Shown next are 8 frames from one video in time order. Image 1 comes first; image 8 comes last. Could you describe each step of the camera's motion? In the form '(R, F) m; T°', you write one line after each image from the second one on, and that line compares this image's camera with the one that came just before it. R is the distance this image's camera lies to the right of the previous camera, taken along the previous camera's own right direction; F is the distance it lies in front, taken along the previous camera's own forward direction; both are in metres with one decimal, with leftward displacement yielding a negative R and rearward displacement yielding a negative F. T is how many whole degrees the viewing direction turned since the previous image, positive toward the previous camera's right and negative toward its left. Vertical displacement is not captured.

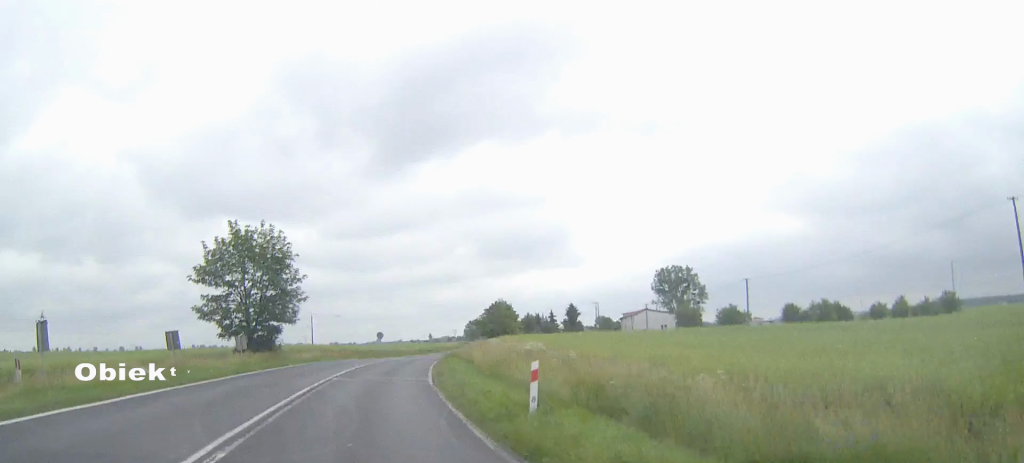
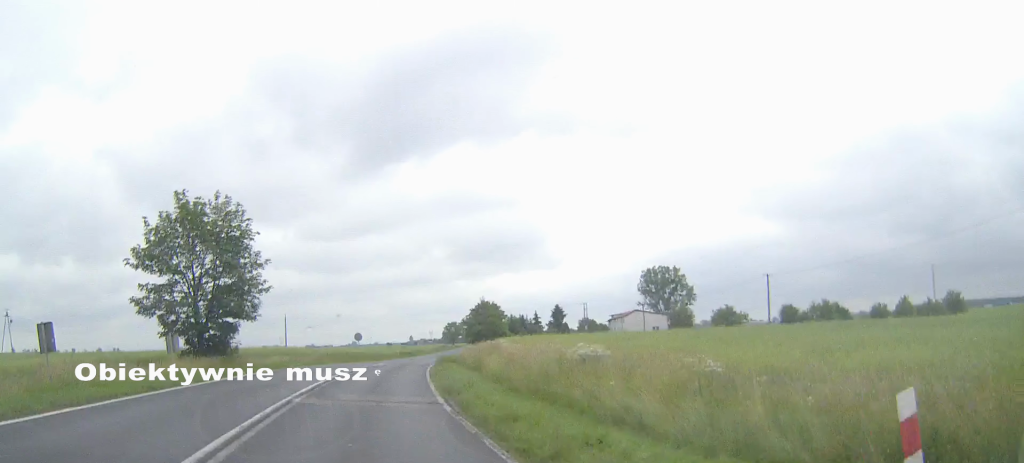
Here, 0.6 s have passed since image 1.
(+0.1, +9.2) m; +2°
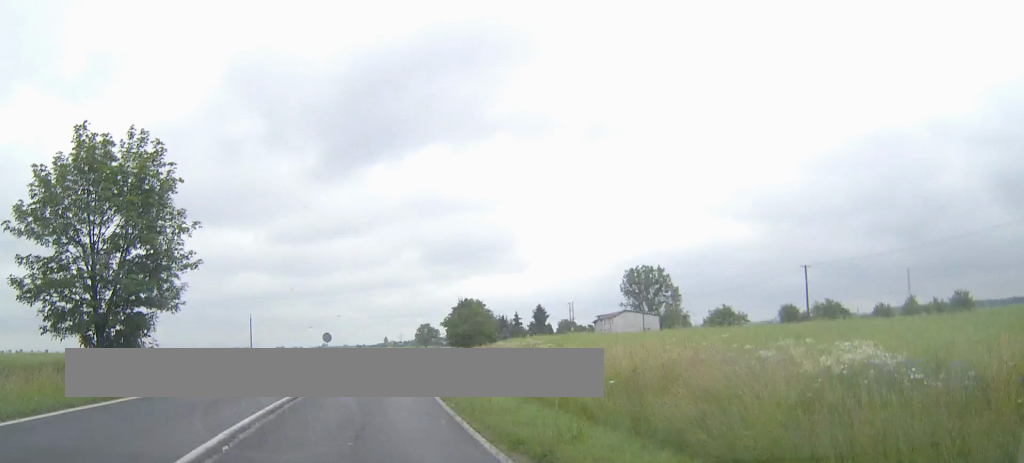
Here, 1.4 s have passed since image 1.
(+0.2, +11.7) m; +2°
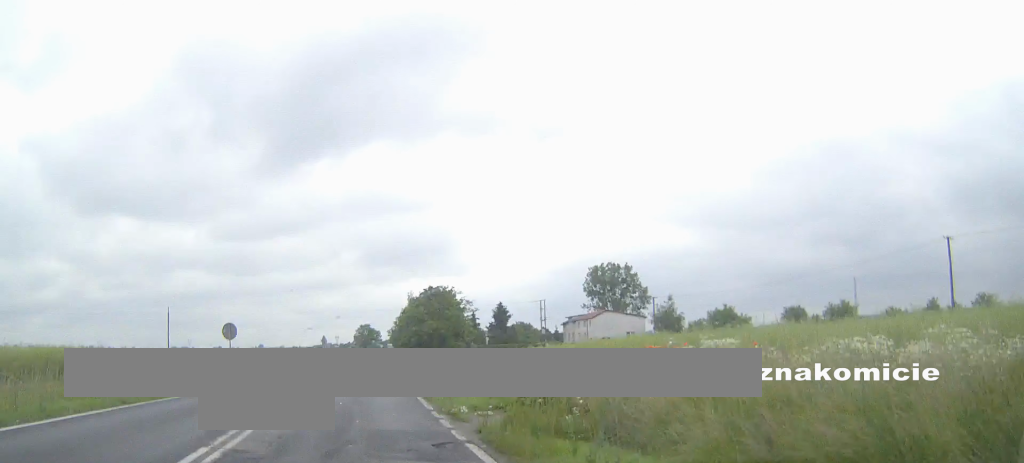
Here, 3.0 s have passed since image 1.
(+1.1, +24.6) m; +5°
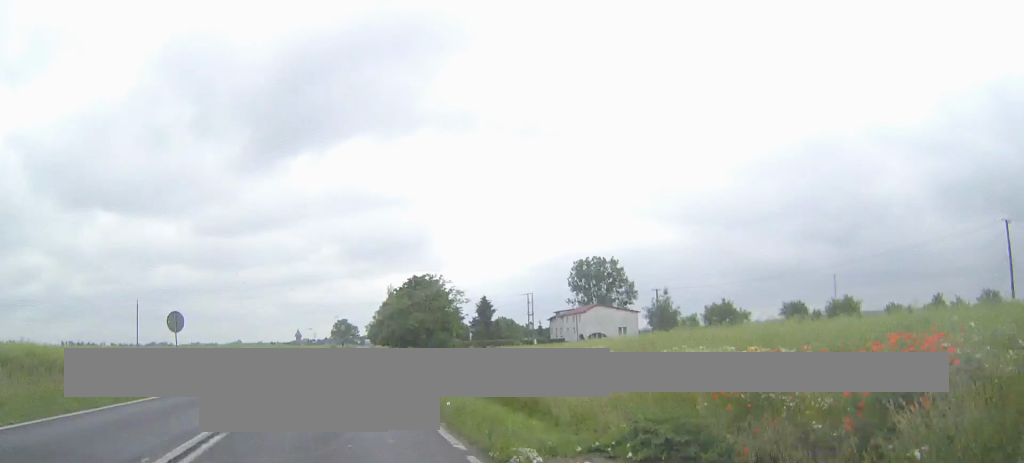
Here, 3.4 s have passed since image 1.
(0.0, +7.4) m; +1°
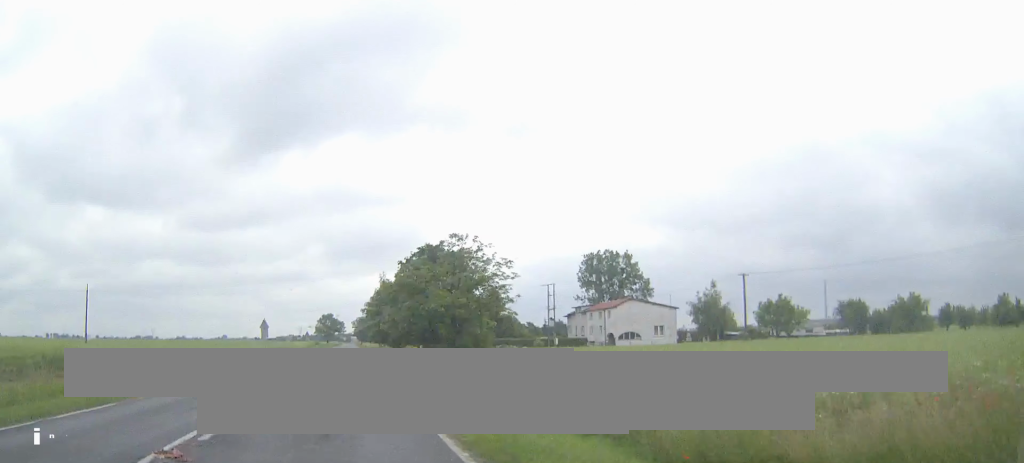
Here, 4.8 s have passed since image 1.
(+0.6, +20.6) m; +2°
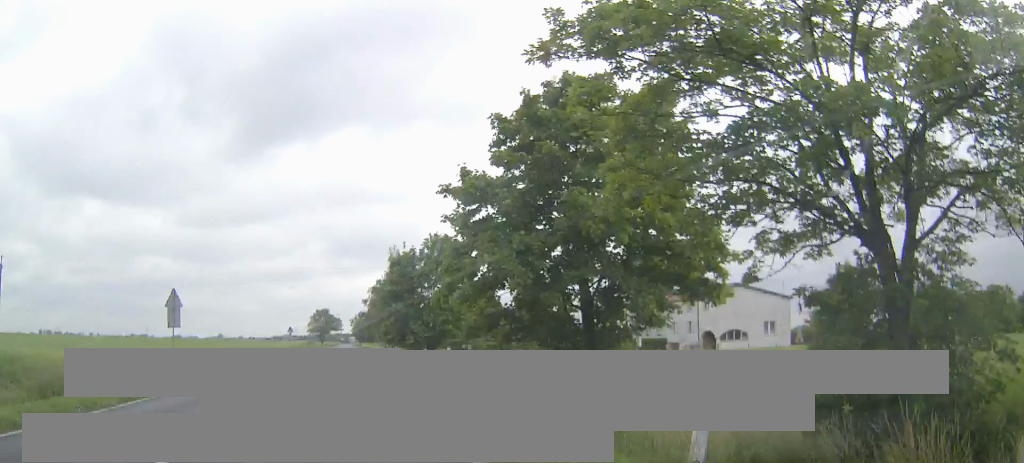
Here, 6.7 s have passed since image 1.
(+0.3, +31.0) m; +1°
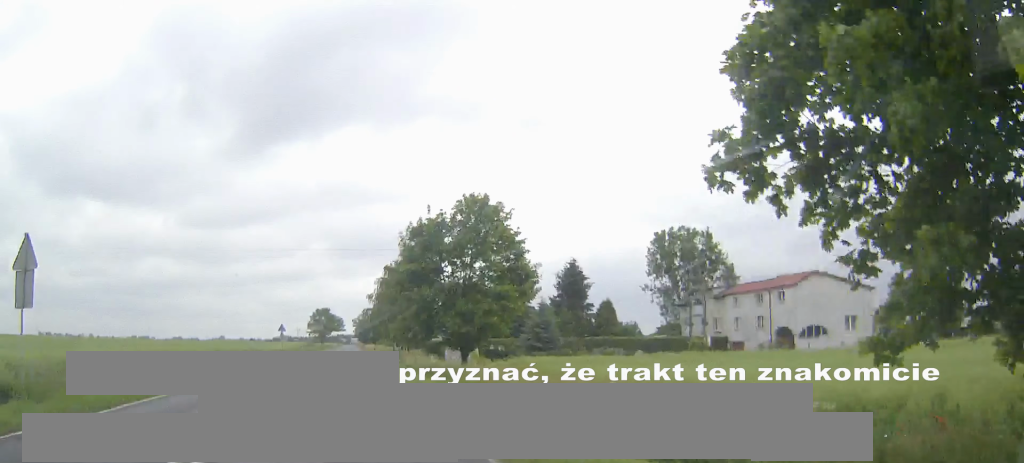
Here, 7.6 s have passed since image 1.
(0.0, +14.0) m; 0°
